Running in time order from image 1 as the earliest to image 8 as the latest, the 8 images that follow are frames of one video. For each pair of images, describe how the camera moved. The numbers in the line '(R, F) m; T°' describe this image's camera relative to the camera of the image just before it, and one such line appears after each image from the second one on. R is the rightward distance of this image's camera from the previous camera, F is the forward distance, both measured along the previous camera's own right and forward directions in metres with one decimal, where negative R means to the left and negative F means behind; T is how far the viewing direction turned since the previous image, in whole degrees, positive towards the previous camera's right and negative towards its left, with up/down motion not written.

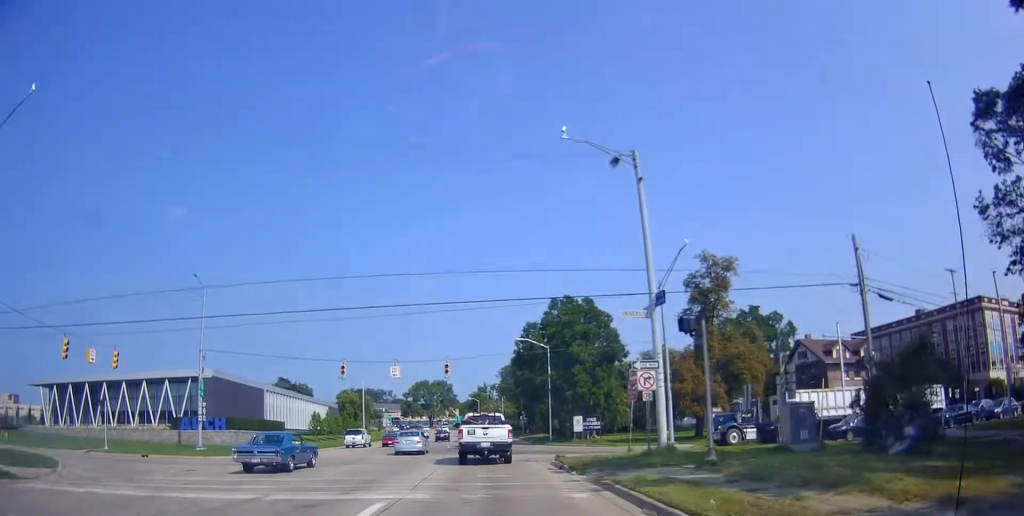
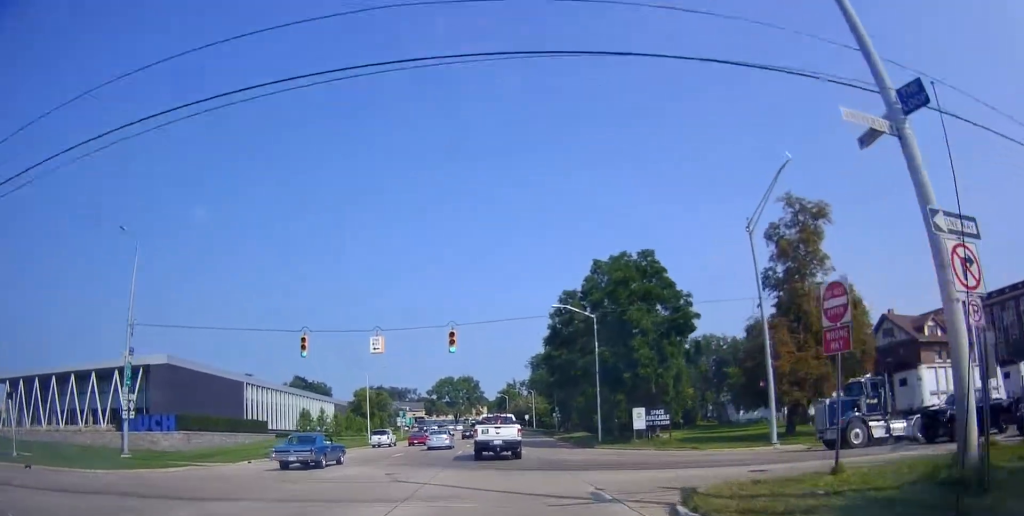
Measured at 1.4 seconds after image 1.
(+0.1, +13.4) m; -4°
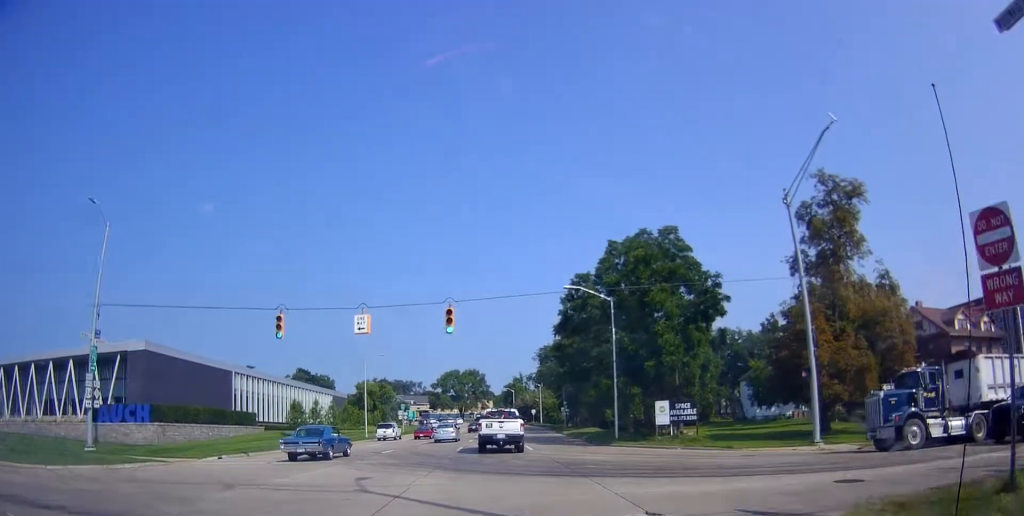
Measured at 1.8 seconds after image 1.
(0.0, +4.1) m; -2°
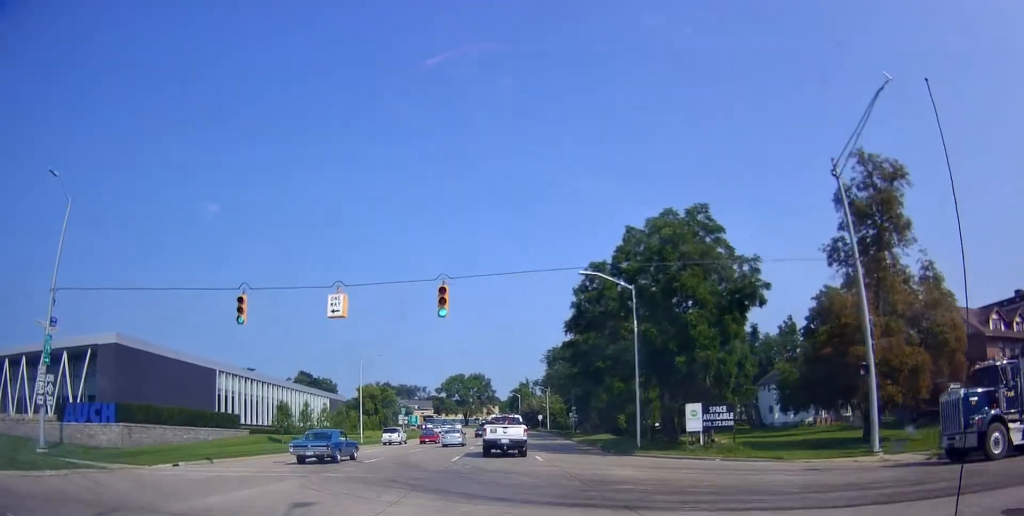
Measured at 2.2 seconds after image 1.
(-0.4, +4.6) m; -2°
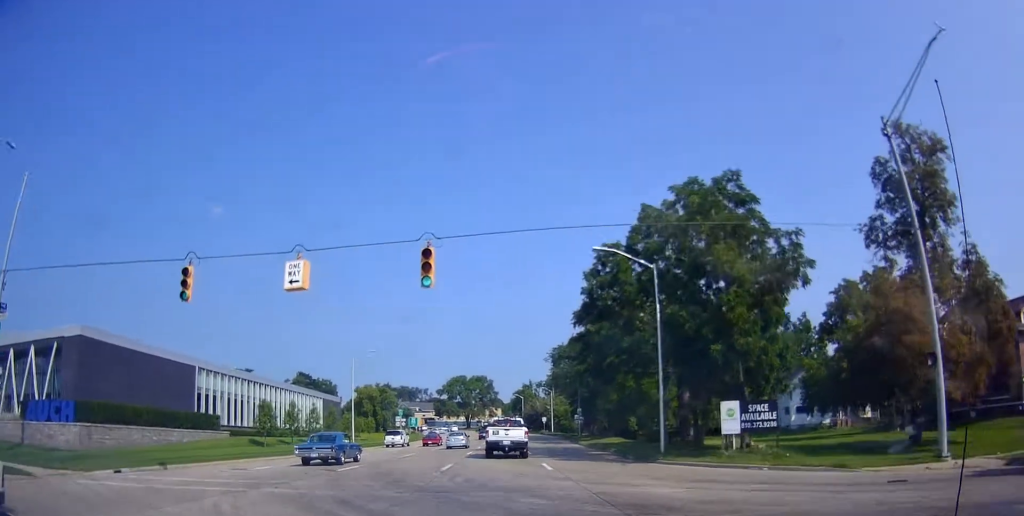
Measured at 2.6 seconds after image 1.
(-0.2, +4.3) m; -2°
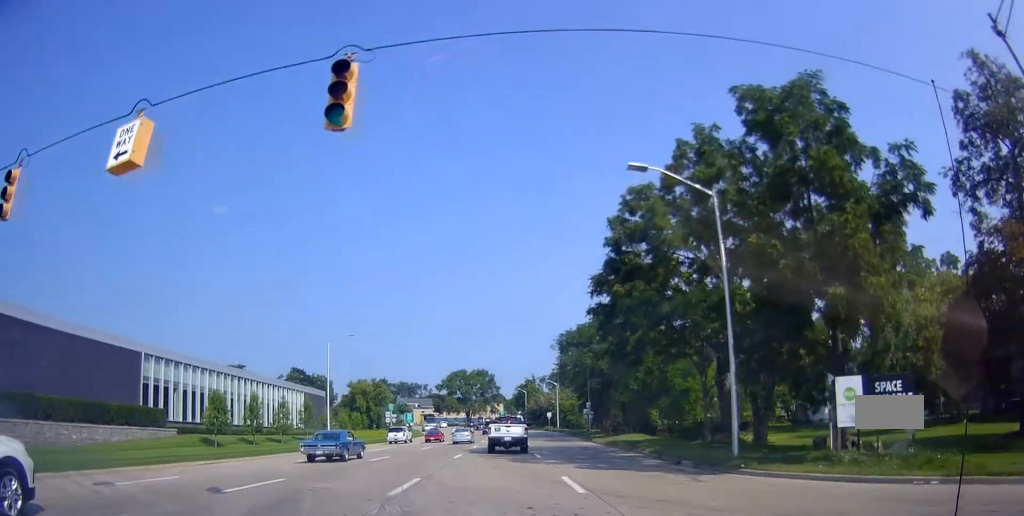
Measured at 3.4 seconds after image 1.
(+0.2, +8.6) m; +2°
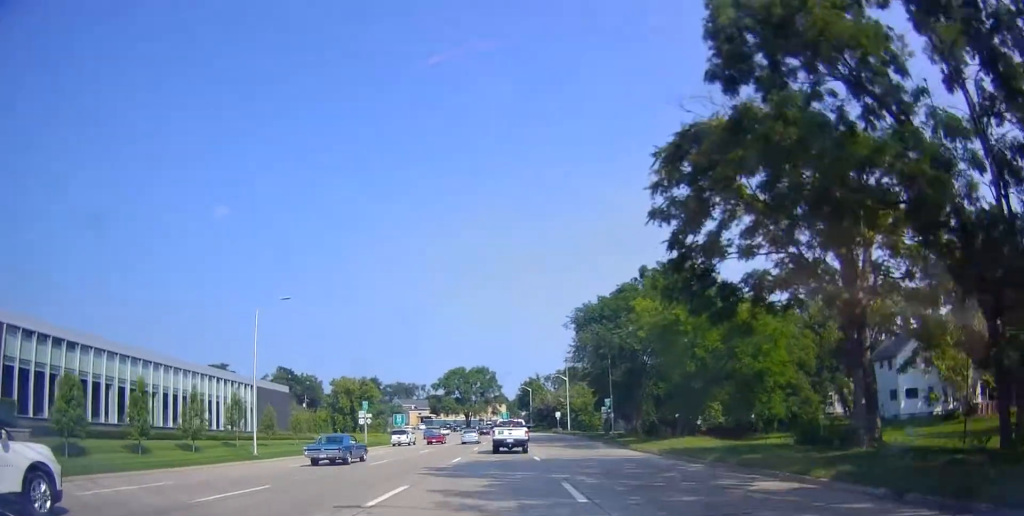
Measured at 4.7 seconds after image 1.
(+0.4, +15.2) m; +2°
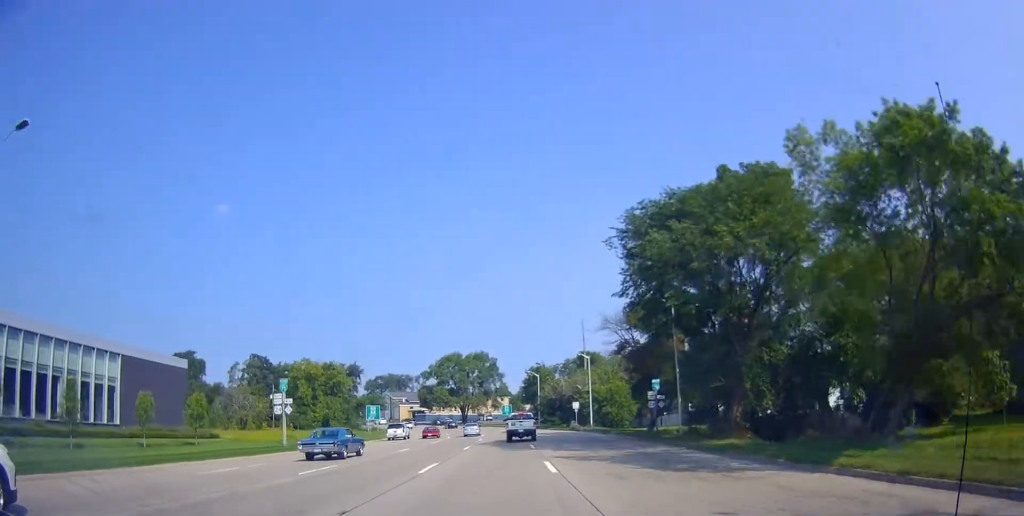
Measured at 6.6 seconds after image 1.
(0.0, +24.2) m; +3°
